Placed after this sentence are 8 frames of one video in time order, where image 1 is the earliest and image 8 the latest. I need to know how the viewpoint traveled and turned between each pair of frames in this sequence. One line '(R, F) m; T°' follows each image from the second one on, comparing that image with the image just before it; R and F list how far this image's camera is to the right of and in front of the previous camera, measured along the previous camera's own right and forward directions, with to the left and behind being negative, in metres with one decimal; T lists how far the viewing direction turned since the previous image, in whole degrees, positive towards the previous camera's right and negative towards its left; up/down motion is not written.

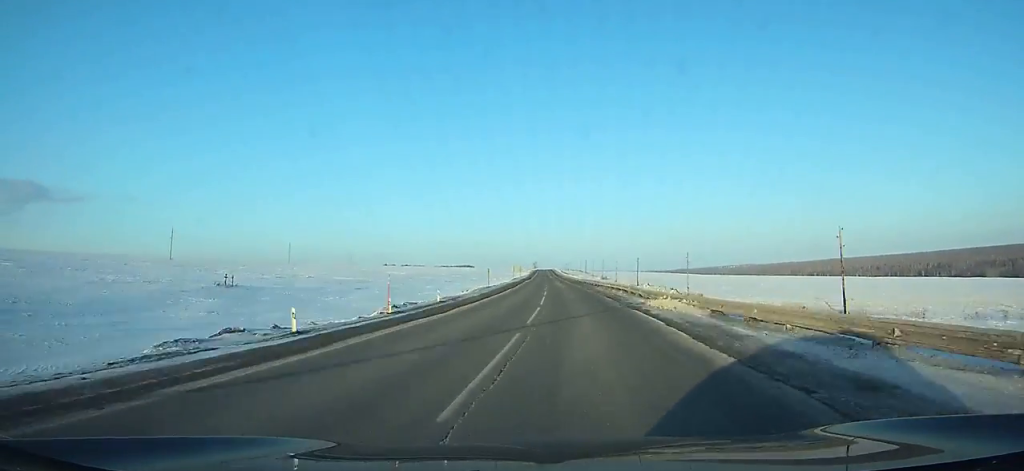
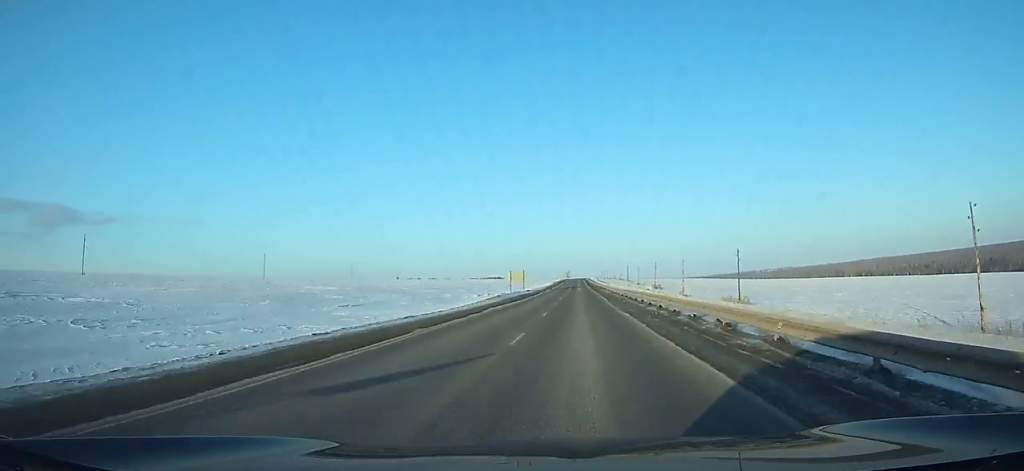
(-5.3, +83.1) m; -4°
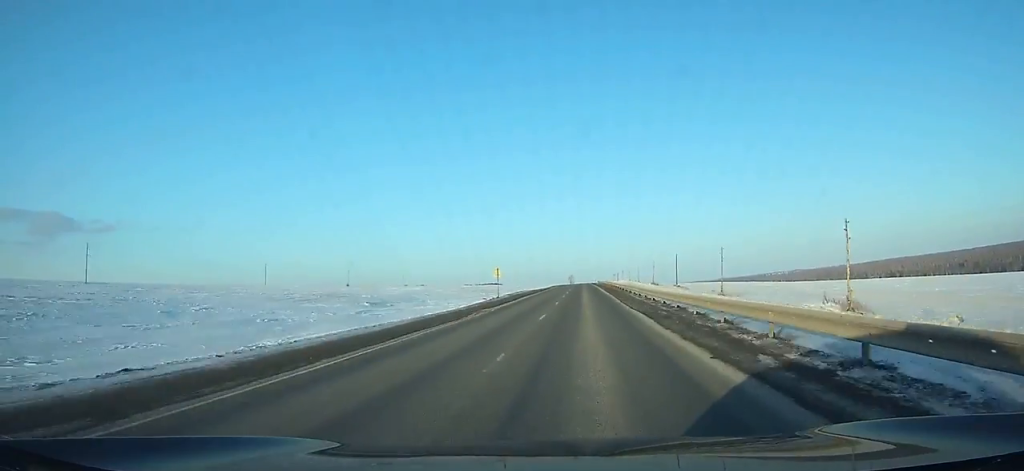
(0.0, +148.1) m; 0°
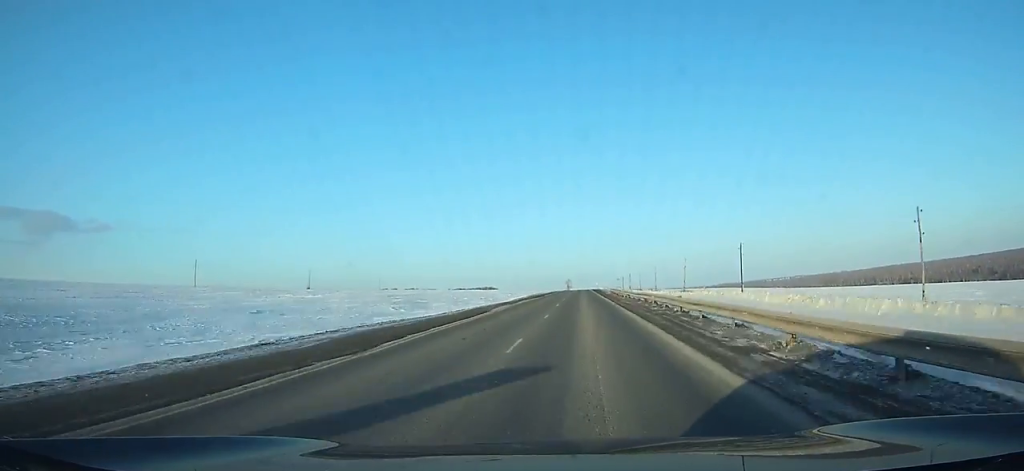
(+0.3, +69.3) m; 0°
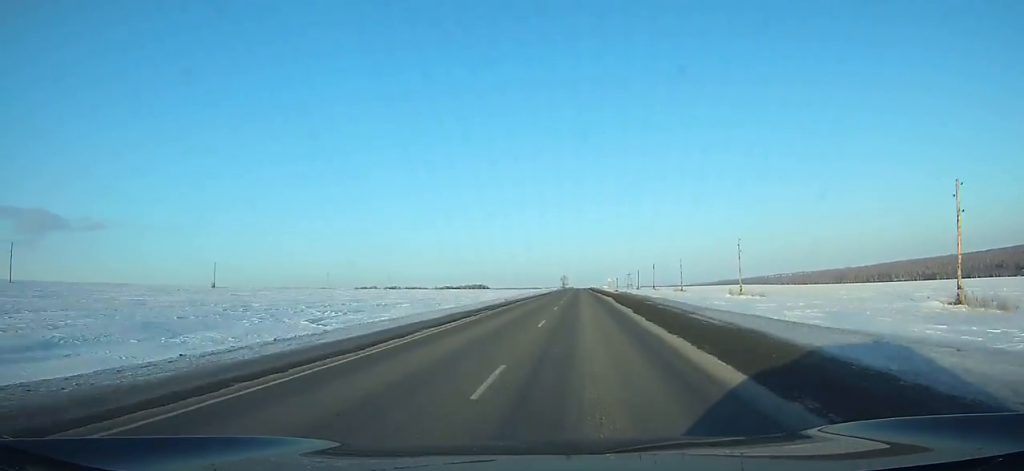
(+0.6, +111.8) m; 0°
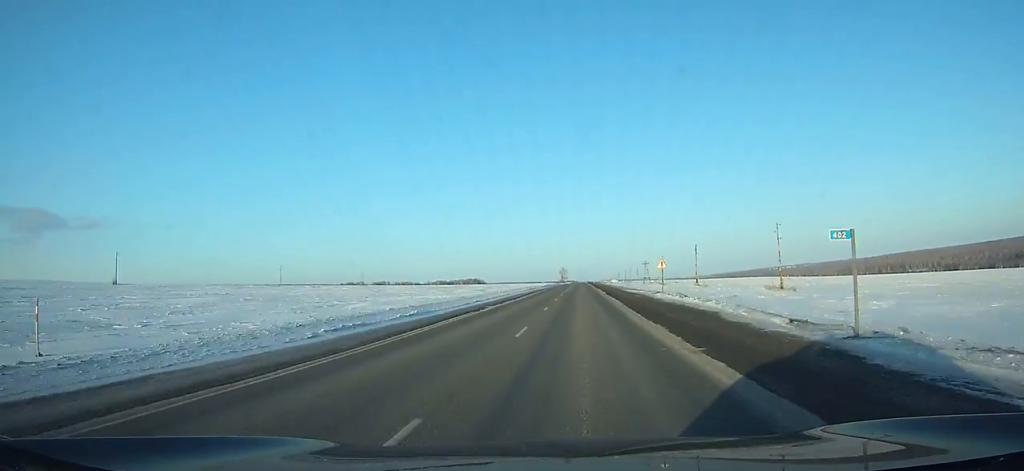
(-0.1, +77.4) m; 0°
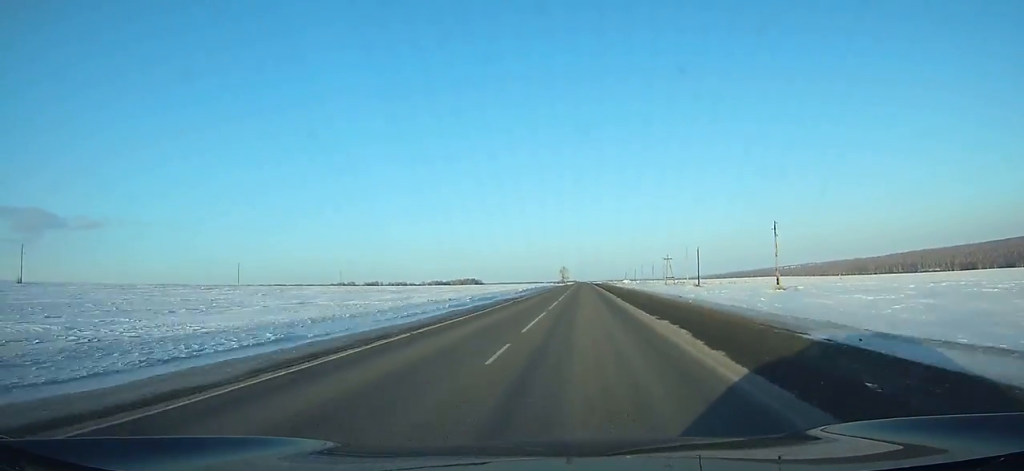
(0.0, +53.6) m; 0°
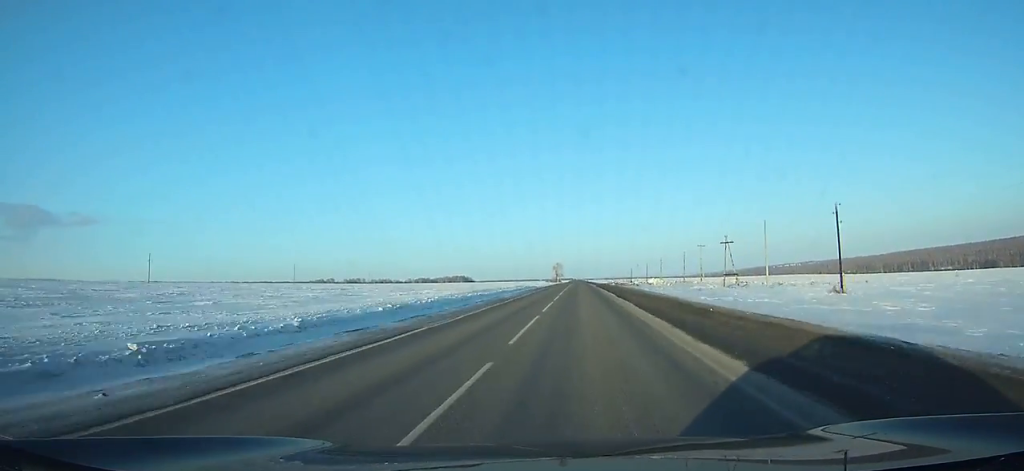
(0.0, +74.5) m; 0°
